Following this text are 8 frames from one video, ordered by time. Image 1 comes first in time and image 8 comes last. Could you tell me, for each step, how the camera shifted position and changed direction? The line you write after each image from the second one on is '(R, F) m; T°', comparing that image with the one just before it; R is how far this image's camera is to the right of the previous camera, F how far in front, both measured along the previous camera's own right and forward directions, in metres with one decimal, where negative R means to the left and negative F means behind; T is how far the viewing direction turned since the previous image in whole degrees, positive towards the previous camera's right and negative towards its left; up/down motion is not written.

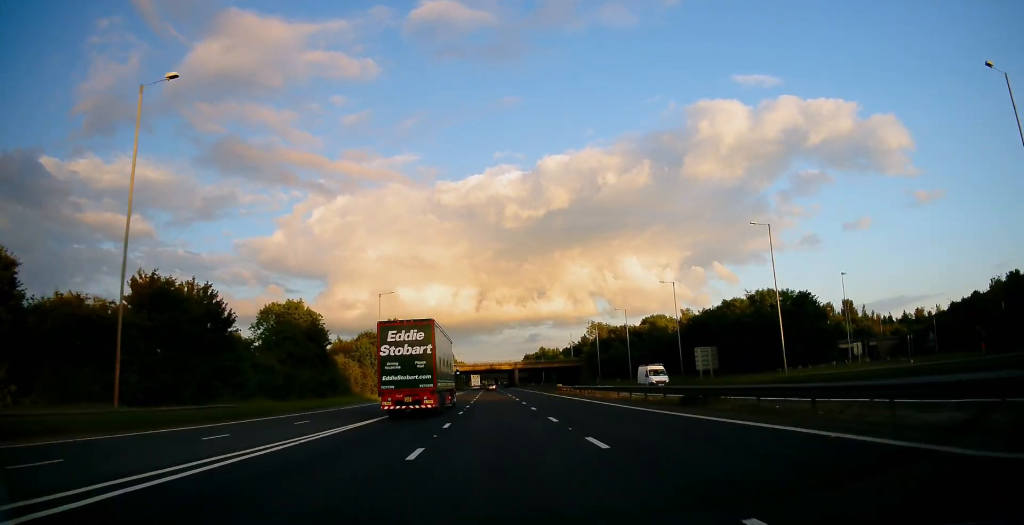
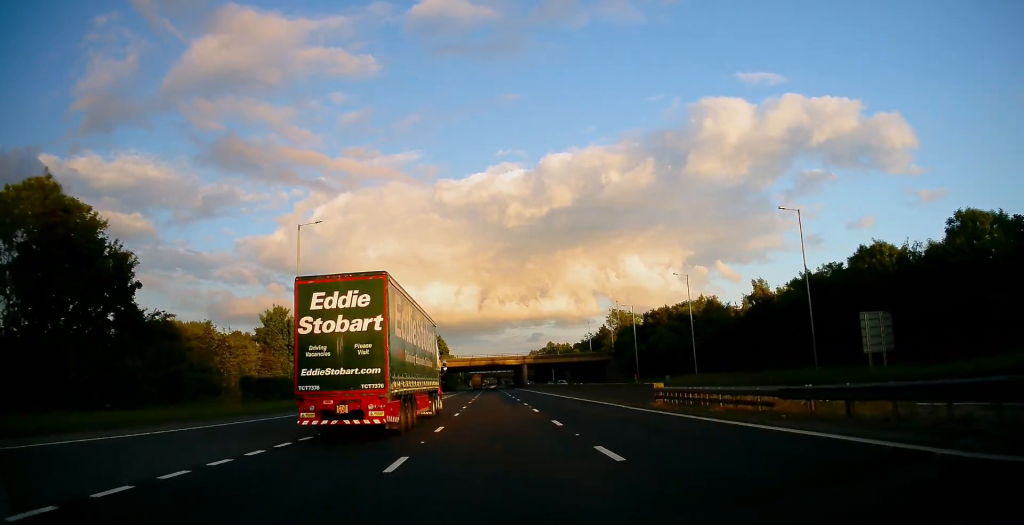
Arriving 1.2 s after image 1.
(-0.2, +38.7) m; 0°
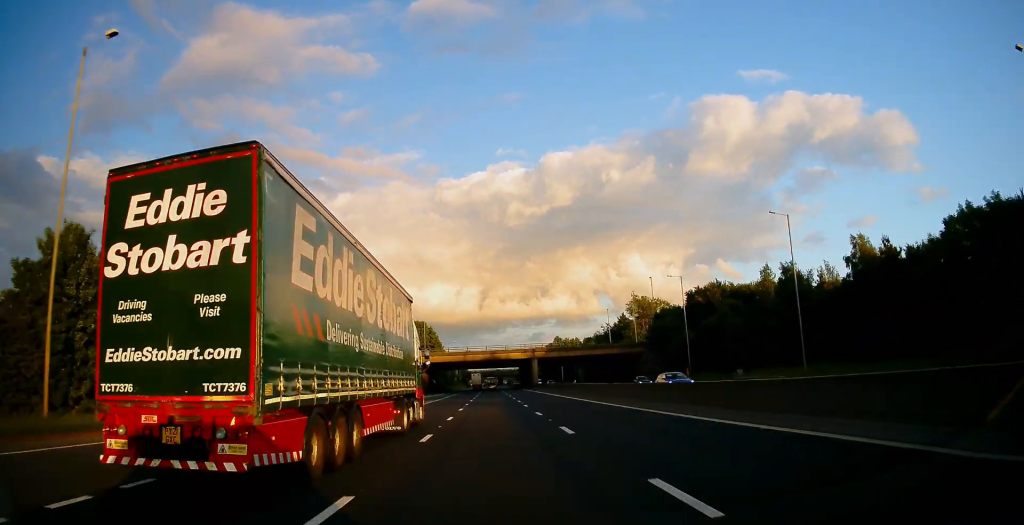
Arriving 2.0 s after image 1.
(-0.1, +29.8) m; 0°
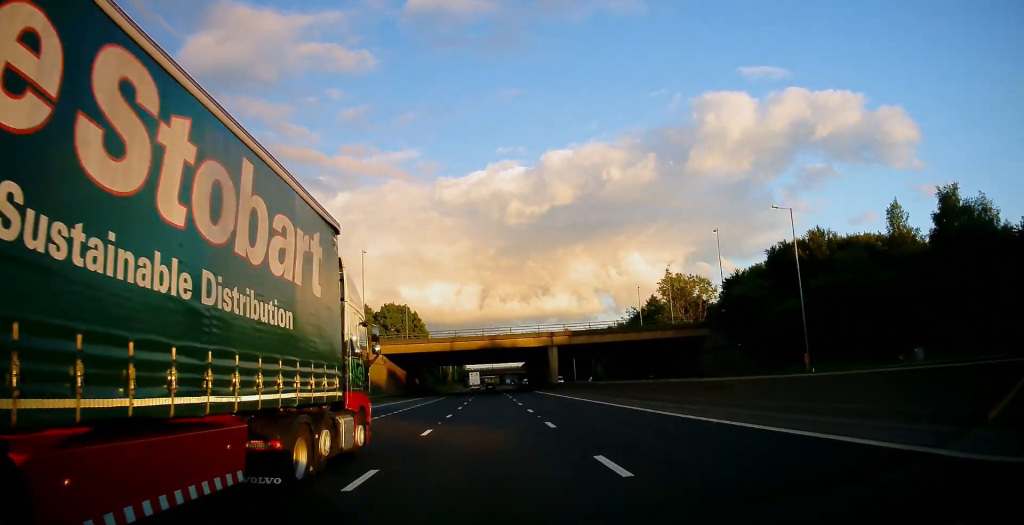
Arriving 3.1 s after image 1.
(+0.1, +34.1) m; 0°
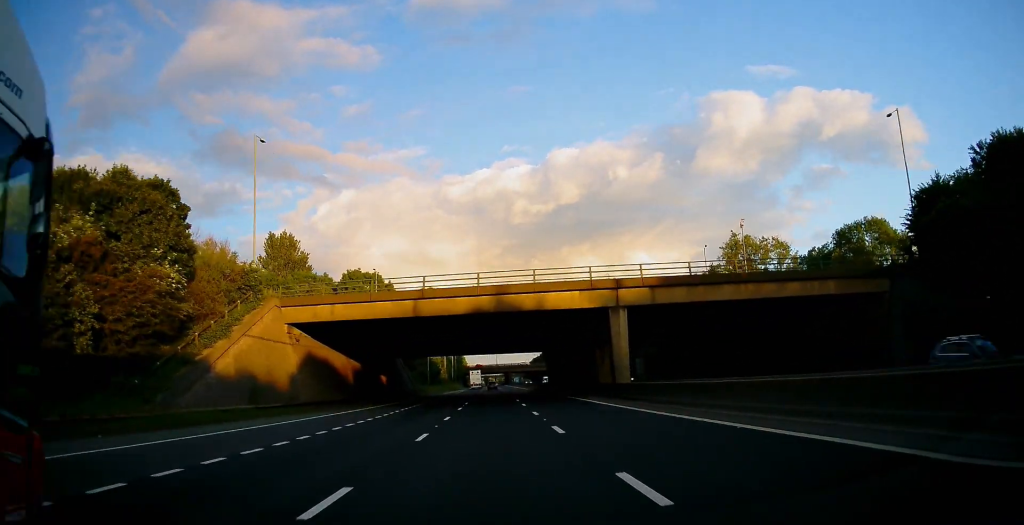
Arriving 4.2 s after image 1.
(-0.1, +37.4) m; 0°
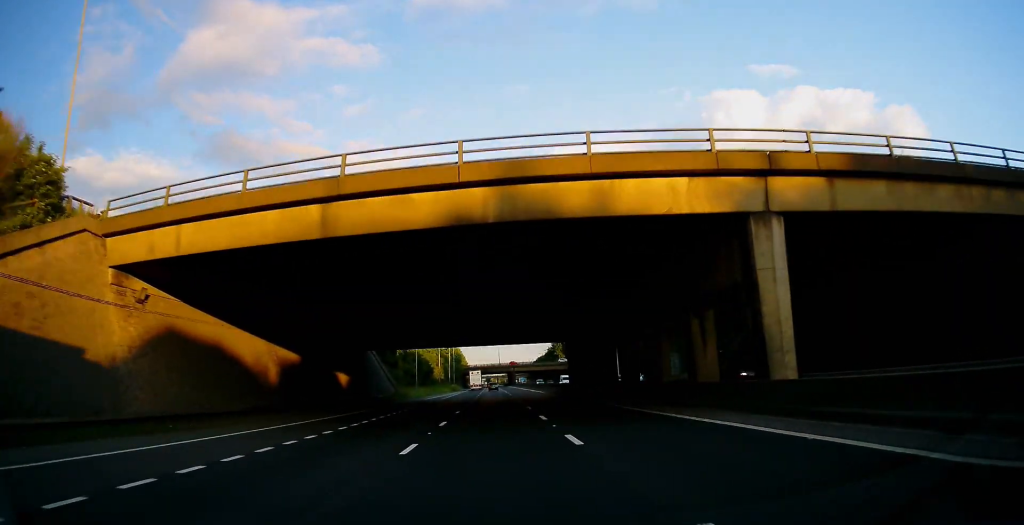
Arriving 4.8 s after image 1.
(+0.1, +21.8) m; 0°
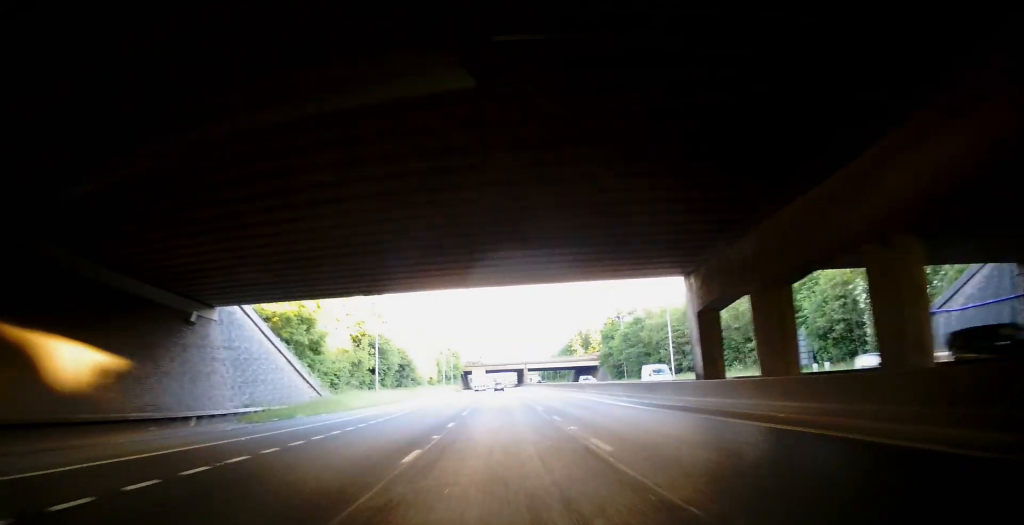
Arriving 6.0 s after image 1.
(-0.3, +38.1) m; -1°
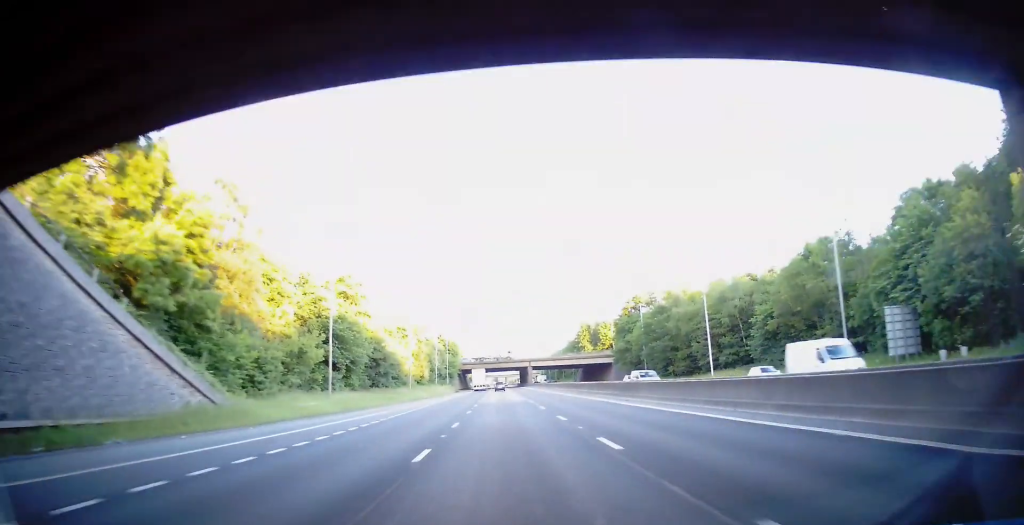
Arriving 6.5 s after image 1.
(0.0, +18.0) m; 0°
